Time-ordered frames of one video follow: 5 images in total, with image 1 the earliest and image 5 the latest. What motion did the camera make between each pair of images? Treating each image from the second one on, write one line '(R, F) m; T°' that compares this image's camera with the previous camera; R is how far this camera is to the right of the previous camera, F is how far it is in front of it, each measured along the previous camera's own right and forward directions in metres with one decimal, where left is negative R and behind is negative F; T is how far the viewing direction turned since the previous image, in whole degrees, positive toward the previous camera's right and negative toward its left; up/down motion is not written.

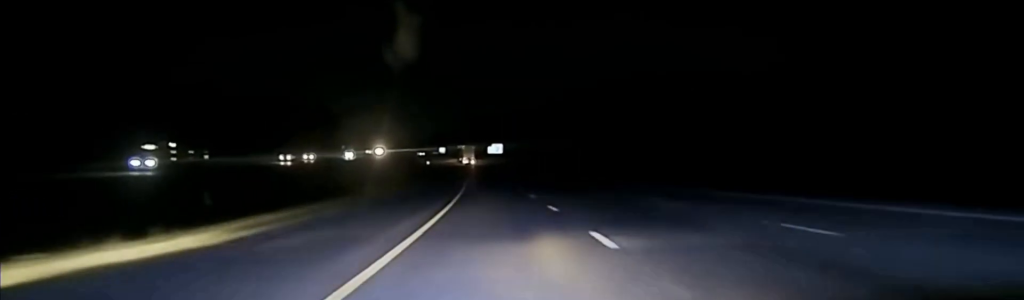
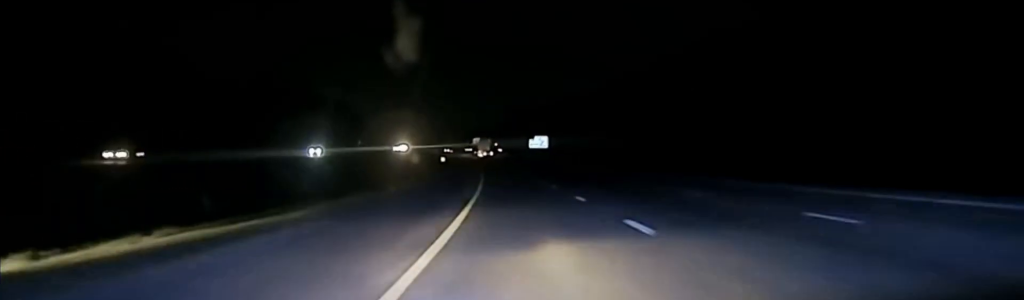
(-2.1, +65.9) m; -3°
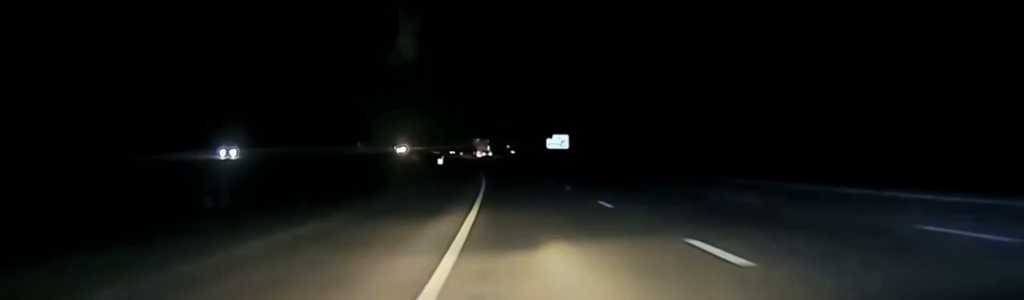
(-0.2, +34.7) m; -1°
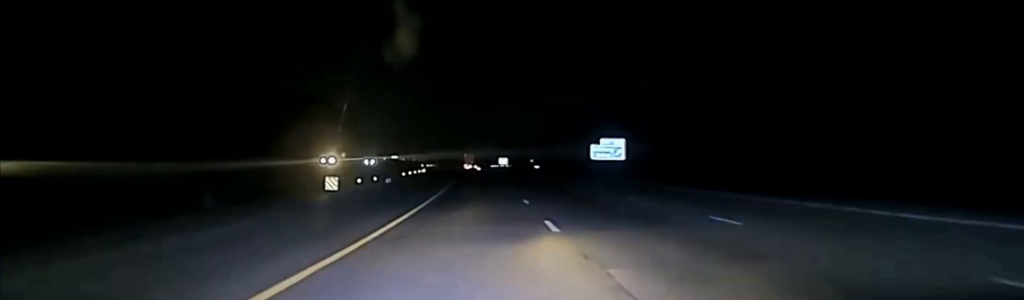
(-0.2, +74.6) m; 0°
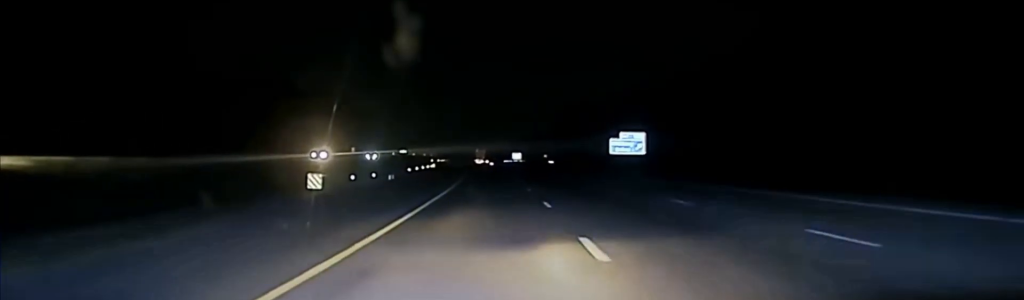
(0.0, +6.4) m; 0°
